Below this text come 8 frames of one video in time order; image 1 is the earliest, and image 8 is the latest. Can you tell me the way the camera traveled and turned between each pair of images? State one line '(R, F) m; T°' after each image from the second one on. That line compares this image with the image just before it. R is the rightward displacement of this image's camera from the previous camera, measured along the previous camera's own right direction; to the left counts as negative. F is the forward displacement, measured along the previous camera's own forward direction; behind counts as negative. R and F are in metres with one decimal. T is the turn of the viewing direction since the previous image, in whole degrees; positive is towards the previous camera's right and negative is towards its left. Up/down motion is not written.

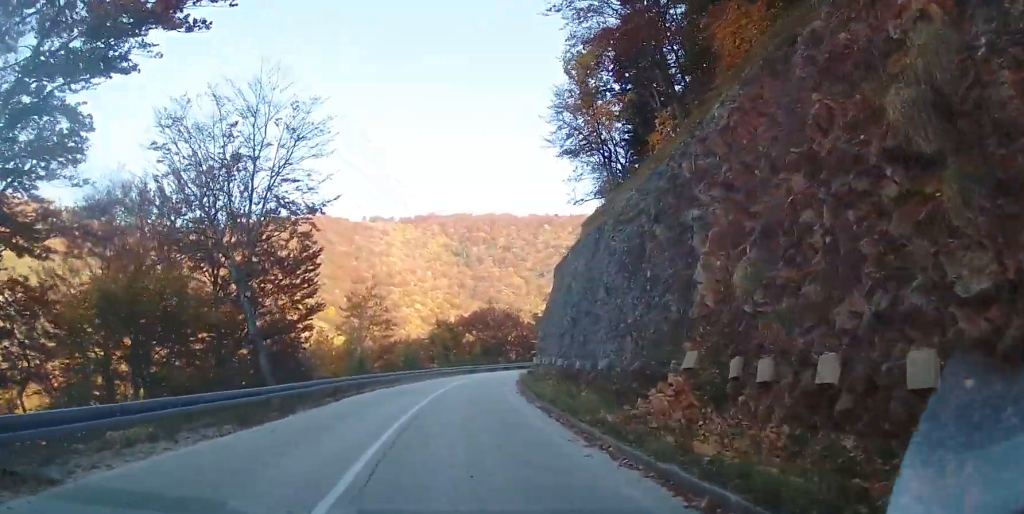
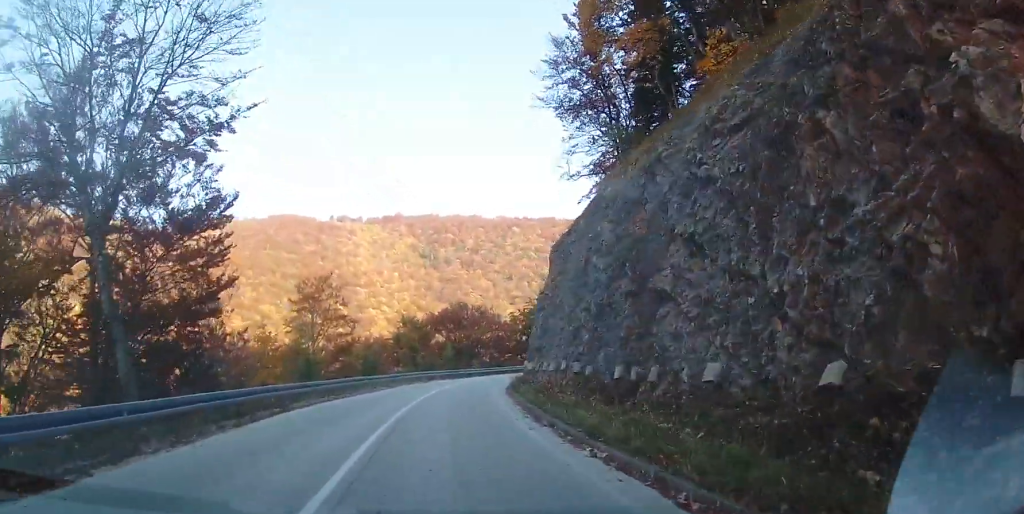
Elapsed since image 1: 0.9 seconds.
(+0.4, +8.6) m; +6°
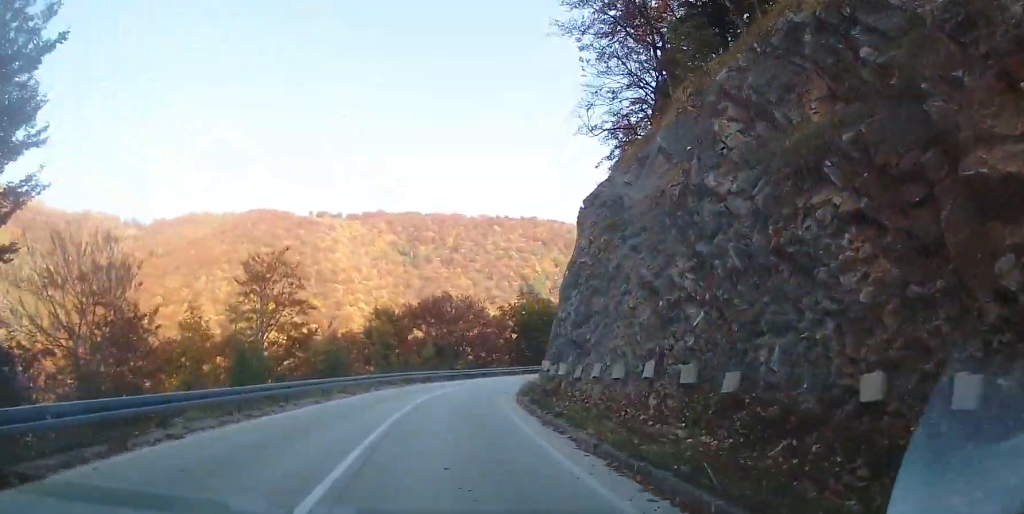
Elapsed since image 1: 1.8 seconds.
(+0.5, +9.3) m; +4°
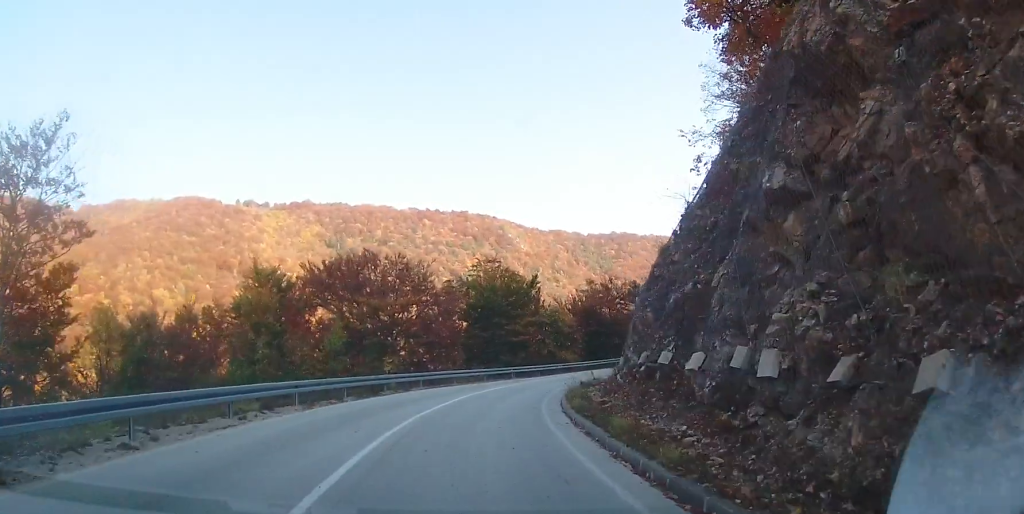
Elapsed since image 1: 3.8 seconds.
(+0.9, +20.6) m; +6°
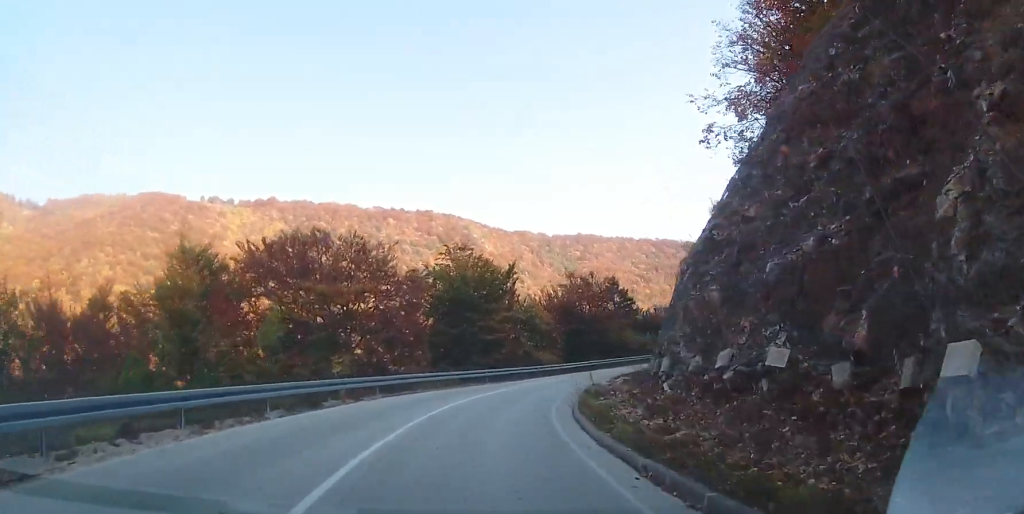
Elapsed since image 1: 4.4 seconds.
(+0.1, +6.1) m; +2°
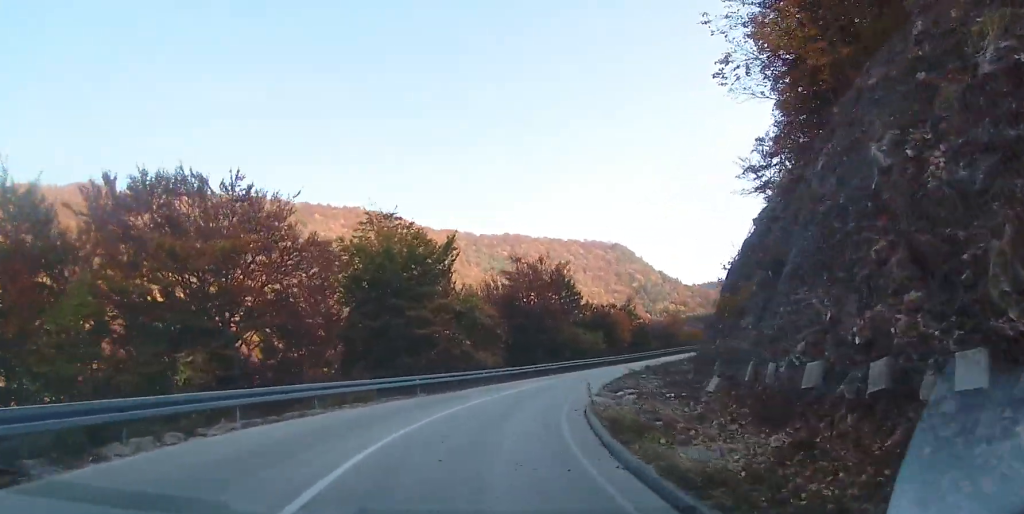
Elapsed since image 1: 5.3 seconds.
(+0.3, +9.2) m; +9°
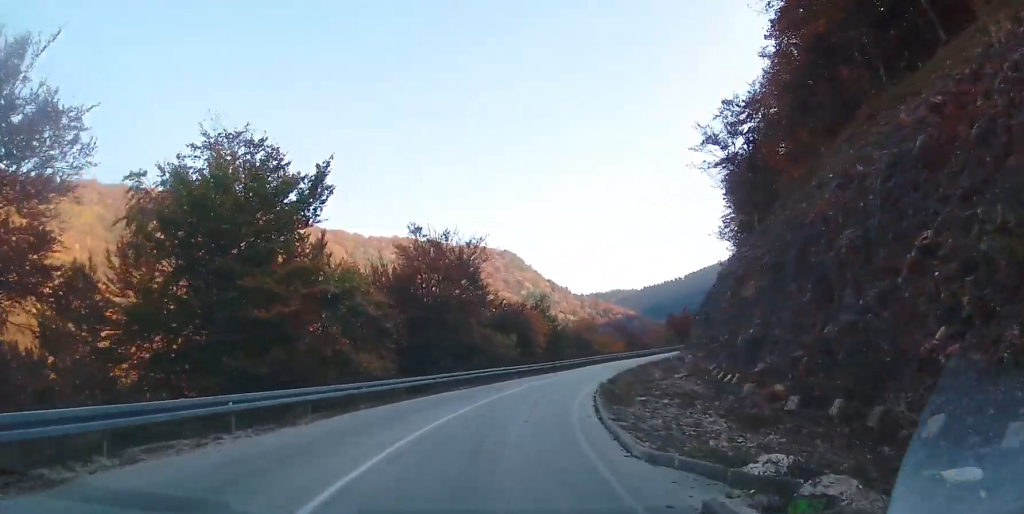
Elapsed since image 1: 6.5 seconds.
(+1.9, +11.2) m; +17°
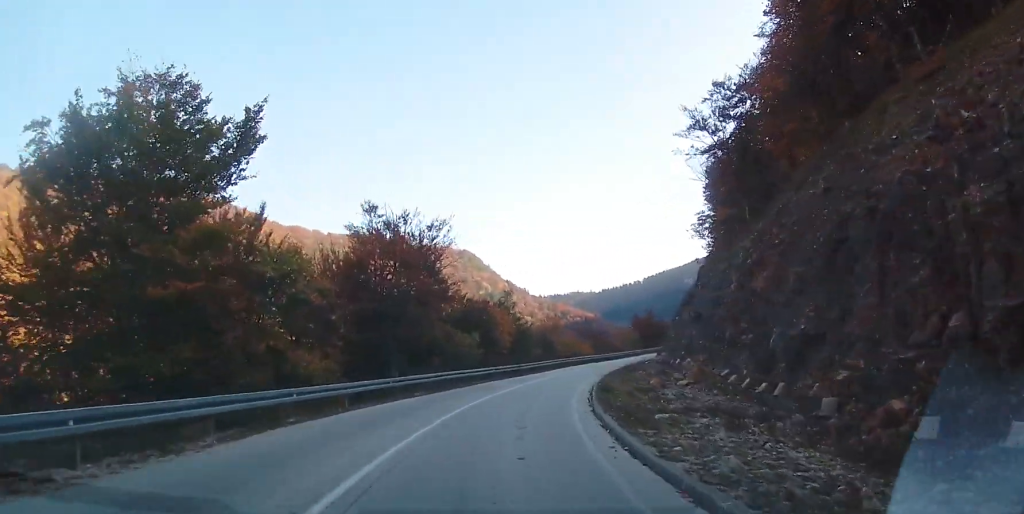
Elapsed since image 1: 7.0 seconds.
(+0.3, +4.2) m; +5°
